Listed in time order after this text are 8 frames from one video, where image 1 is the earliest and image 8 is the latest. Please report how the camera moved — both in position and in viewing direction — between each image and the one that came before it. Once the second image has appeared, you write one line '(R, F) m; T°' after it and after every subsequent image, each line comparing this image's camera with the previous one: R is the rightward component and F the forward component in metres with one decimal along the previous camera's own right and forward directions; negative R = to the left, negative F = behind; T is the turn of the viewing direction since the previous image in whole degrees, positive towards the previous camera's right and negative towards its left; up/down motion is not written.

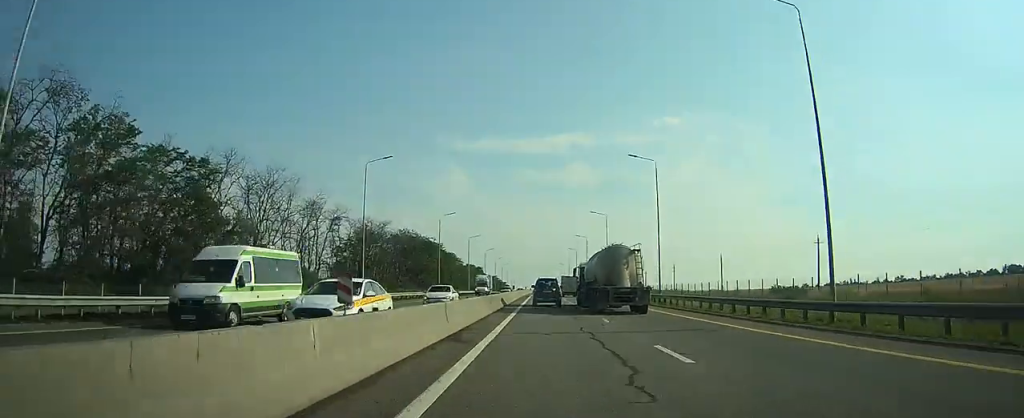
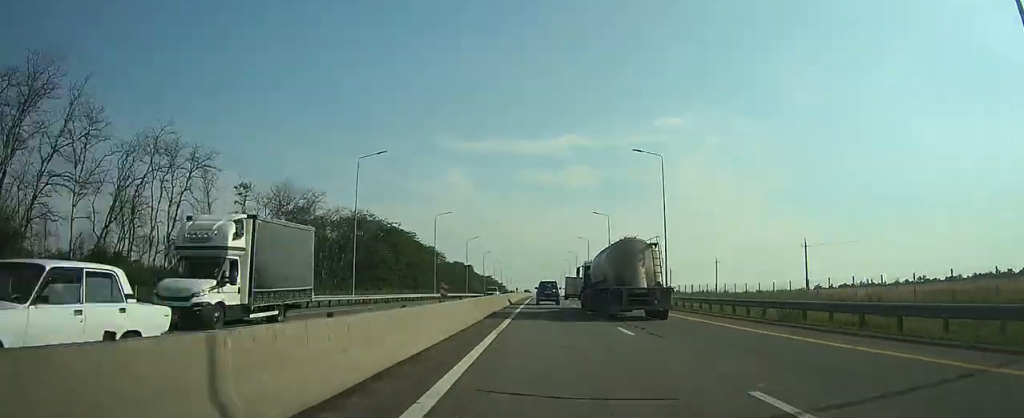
(-0.1, +41.5) m; 0°
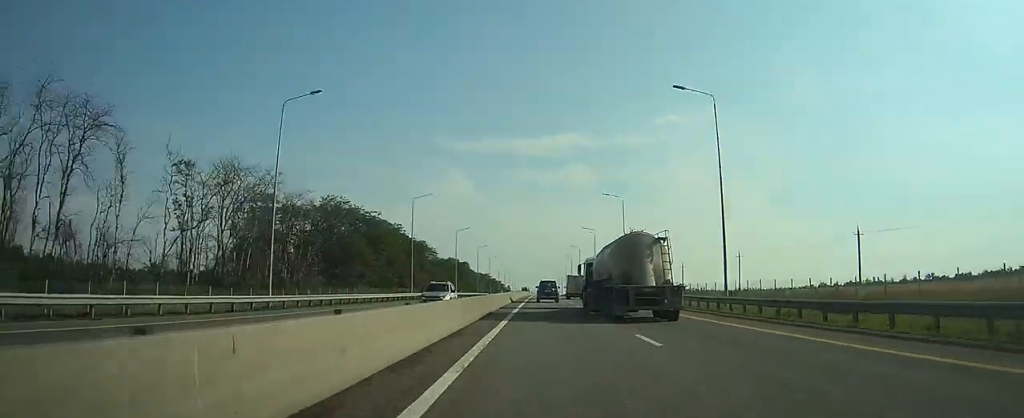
(0.0, +15.6) m; 0°
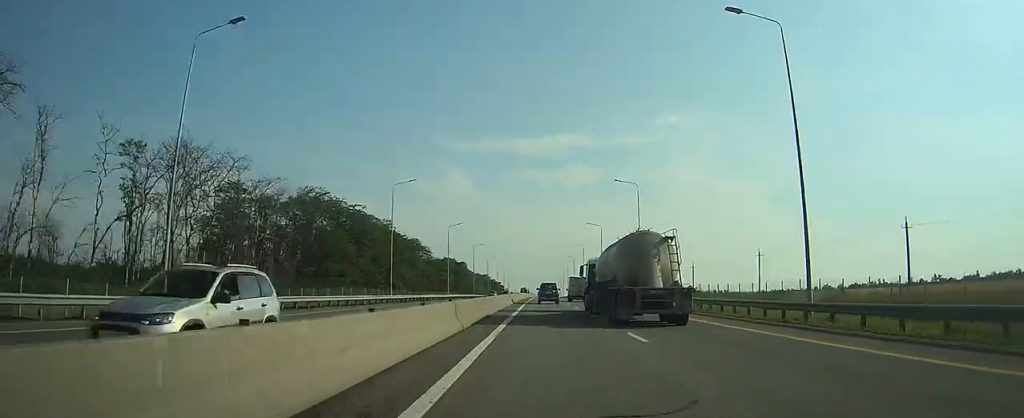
(0.0, +10.4) m; 0°
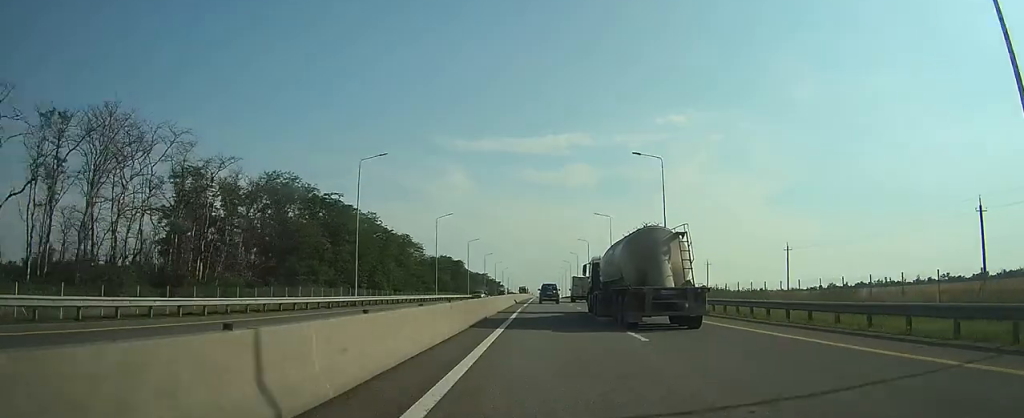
(0.0, +12.2) m; 0°
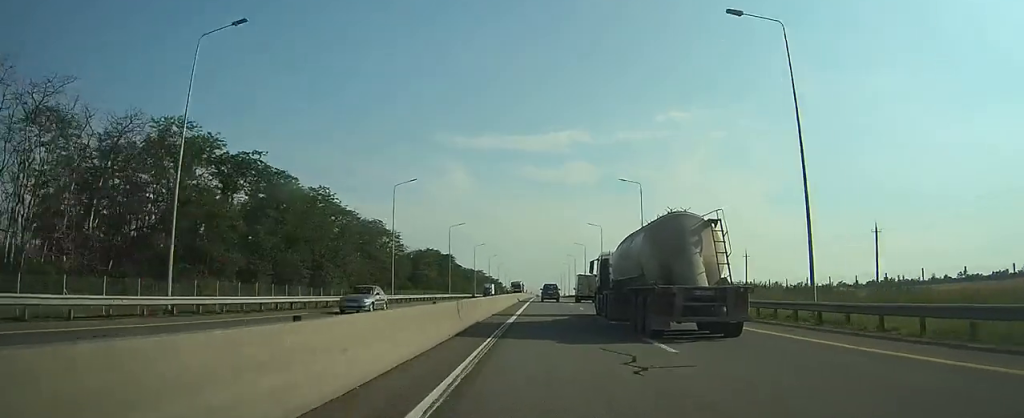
(0.0, +26.3) m; 0°
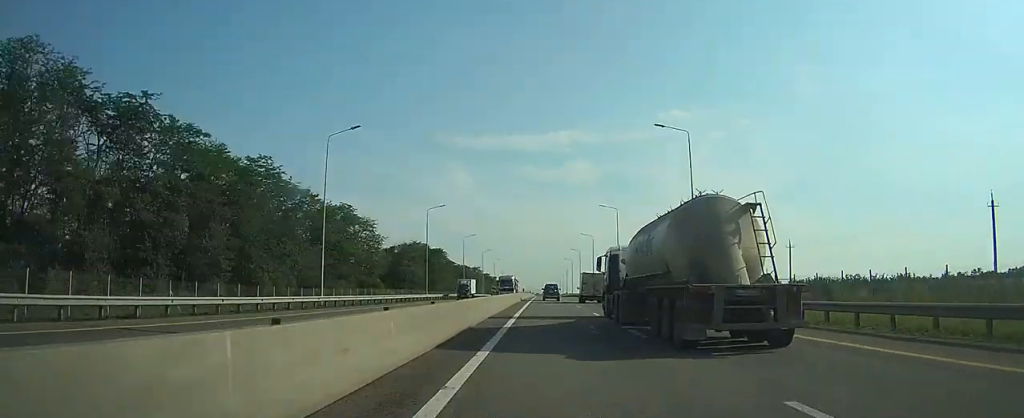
(-0.1, +20.4) m; 0°
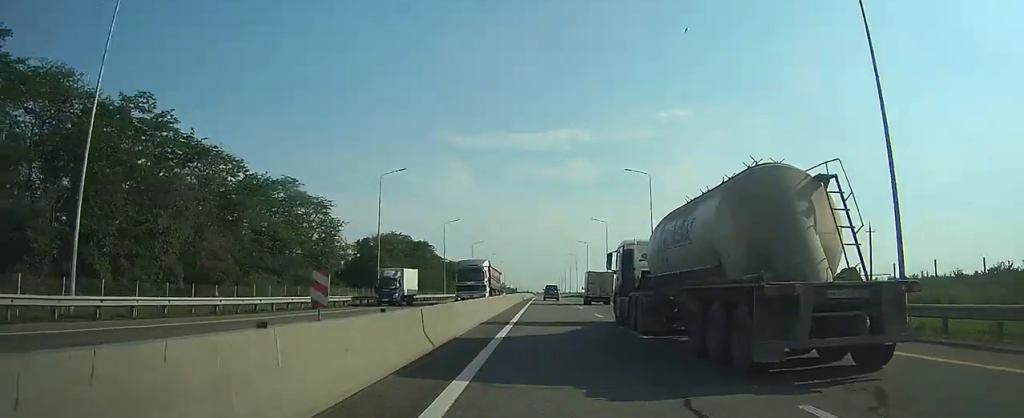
(0.0, +24.1) m; 0°
